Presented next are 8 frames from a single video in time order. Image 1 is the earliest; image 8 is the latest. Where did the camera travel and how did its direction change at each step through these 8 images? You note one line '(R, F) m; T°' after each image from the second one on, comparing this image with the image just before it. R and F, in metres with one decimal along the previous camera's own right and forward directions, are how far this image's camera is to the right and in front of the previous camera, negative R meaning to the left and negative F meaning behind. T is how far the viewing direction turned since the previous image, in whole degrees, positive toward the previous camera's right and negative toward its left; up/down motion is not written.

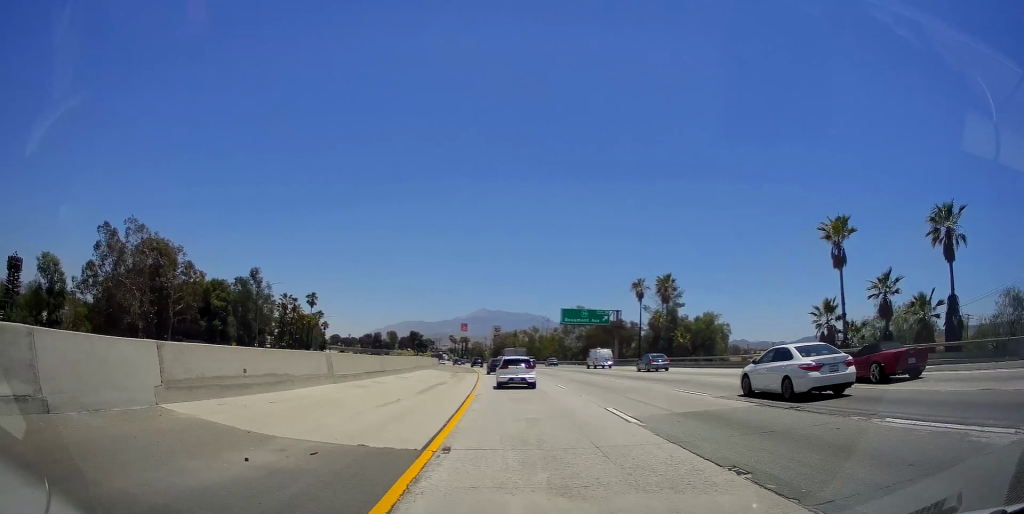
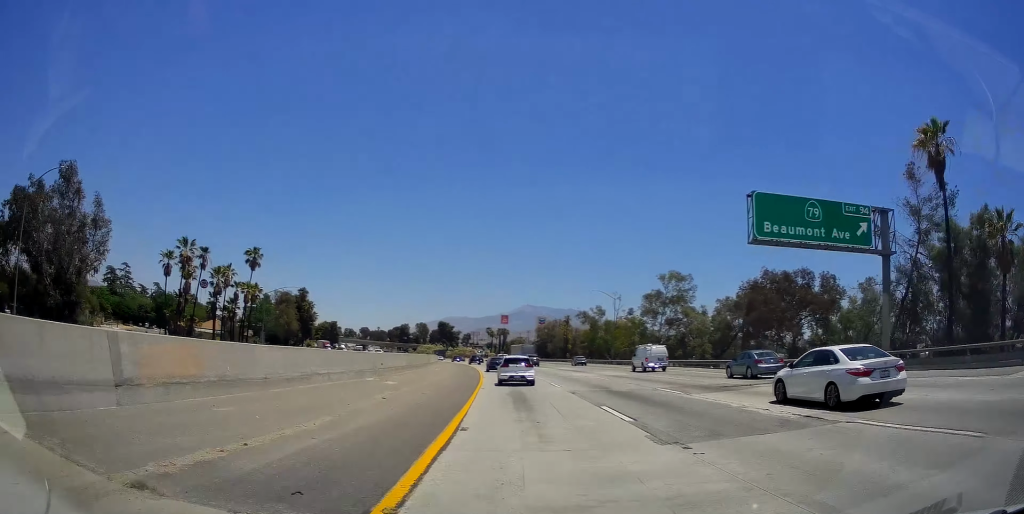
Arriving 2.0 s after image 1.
(-2.2, +57.8) m; -4°
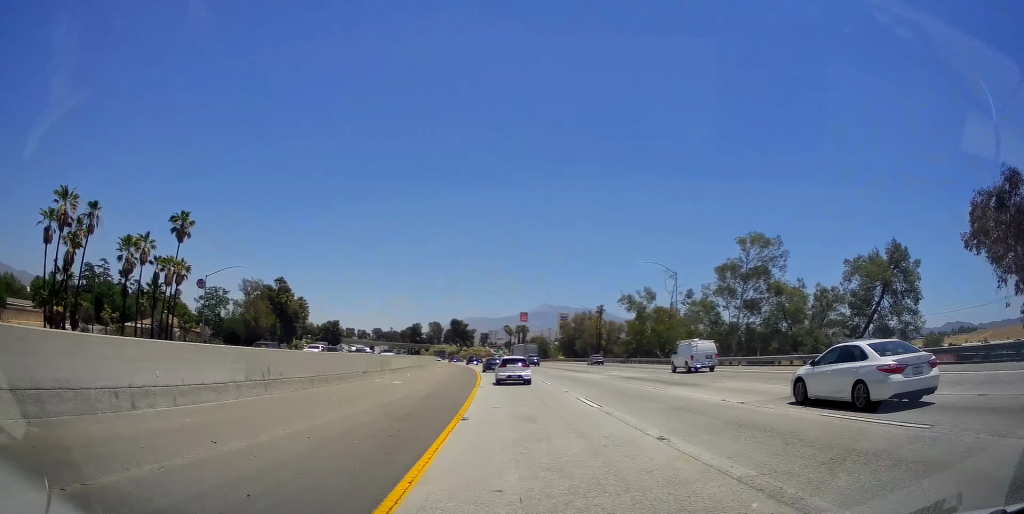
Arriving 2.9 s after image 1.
(-0.5, +27.0) m; -2°
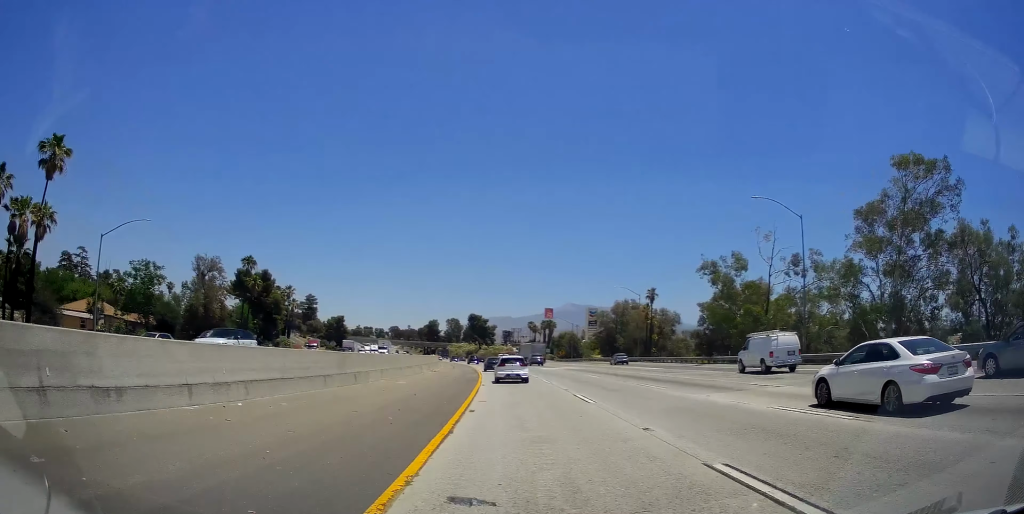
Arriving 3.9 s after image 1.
(-0.4, +26.7) m; -2°
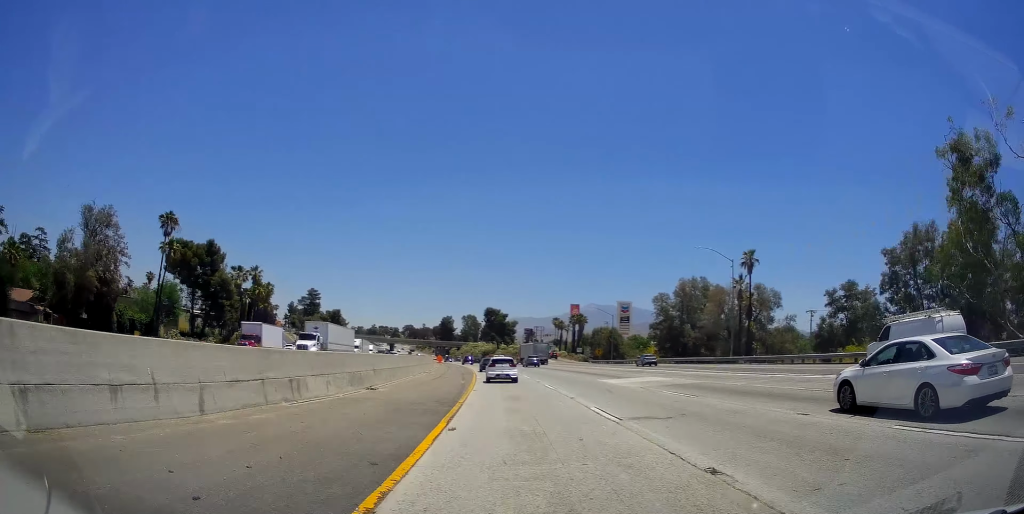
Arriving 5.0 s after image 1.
(-1.0, +33.1) m; -3°
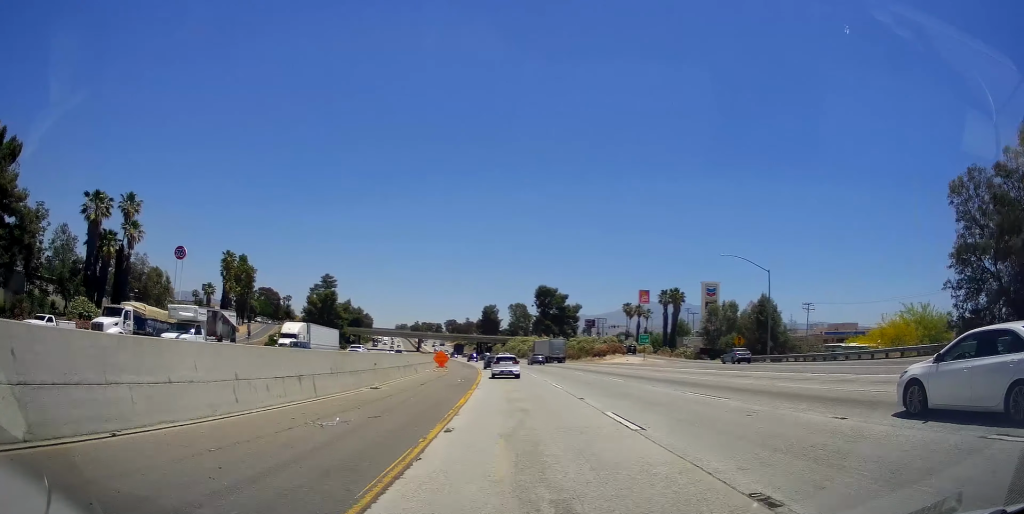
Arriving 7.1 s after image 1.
(-2.0, +61.0) m; -4°
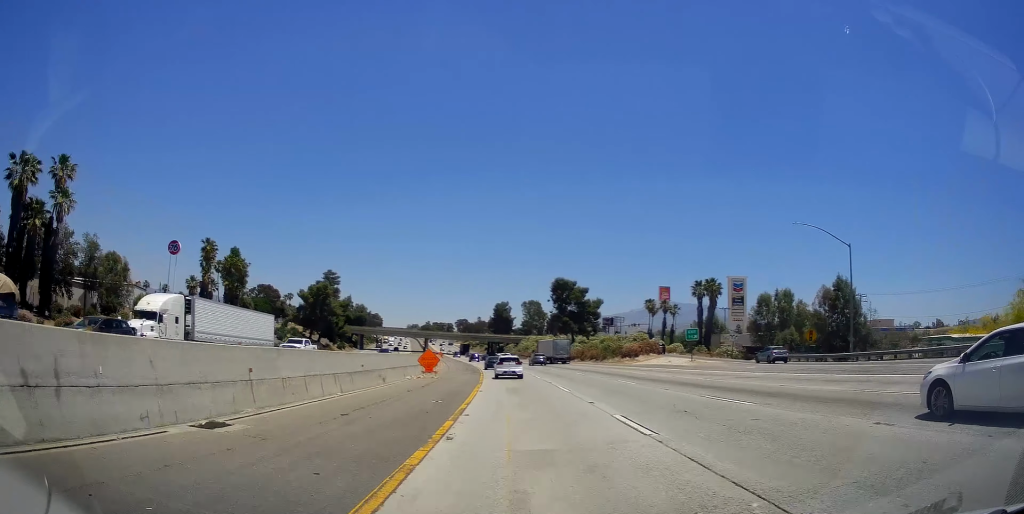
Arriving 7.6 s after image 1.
(+0.1, +15.7) m; -1°
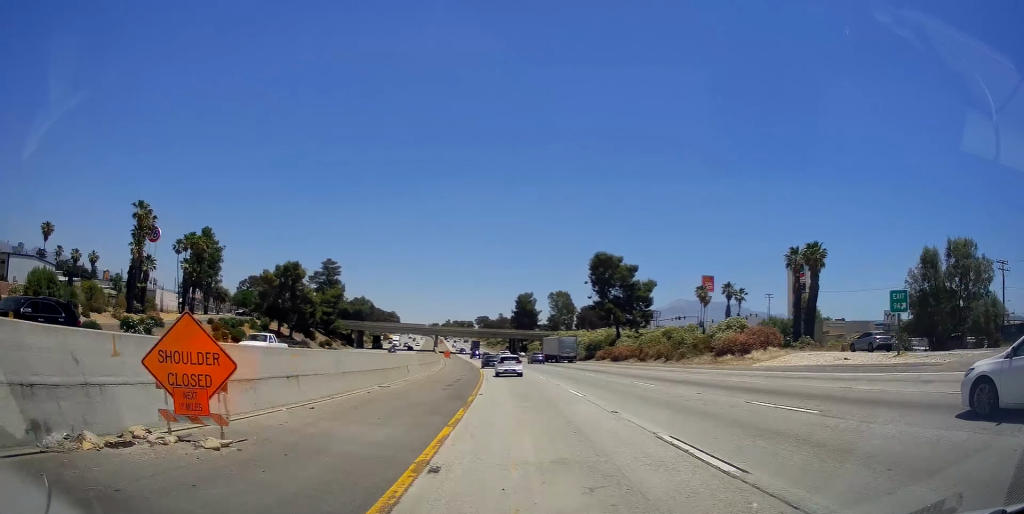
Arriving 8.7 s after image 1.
(-1.0, +31.1) m; -2°
